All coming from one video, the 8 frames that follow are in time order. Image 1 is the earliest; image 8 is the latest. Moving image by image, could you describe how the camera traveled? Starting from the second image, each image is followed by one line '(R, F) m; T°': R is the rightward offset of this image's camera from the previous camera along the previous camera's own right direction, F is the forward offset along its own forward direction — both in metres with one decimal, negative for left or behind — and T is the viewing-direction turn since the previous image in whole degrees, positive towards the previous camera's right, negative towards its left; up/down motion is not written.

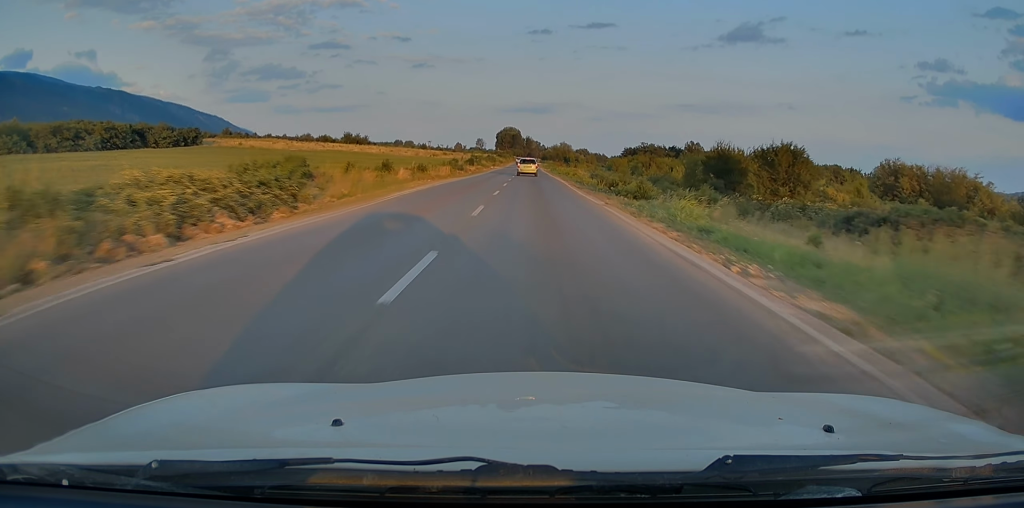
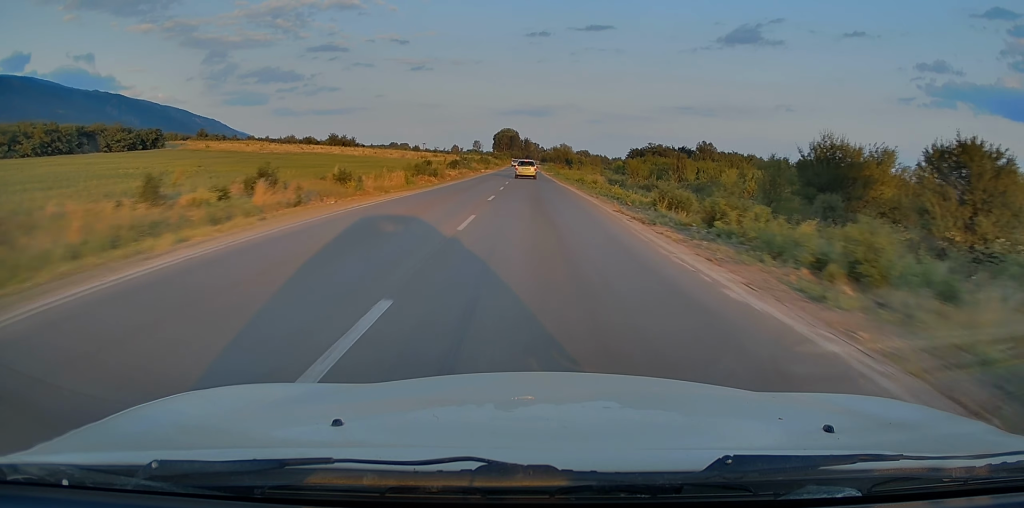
(-0.2, +20.7) m; 0°
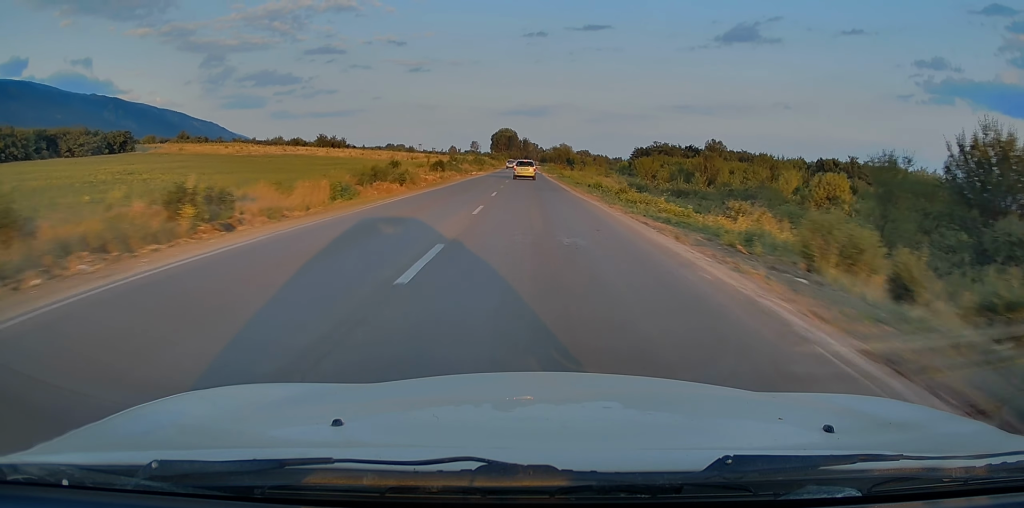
(+0.1, +14.1) m; +1°
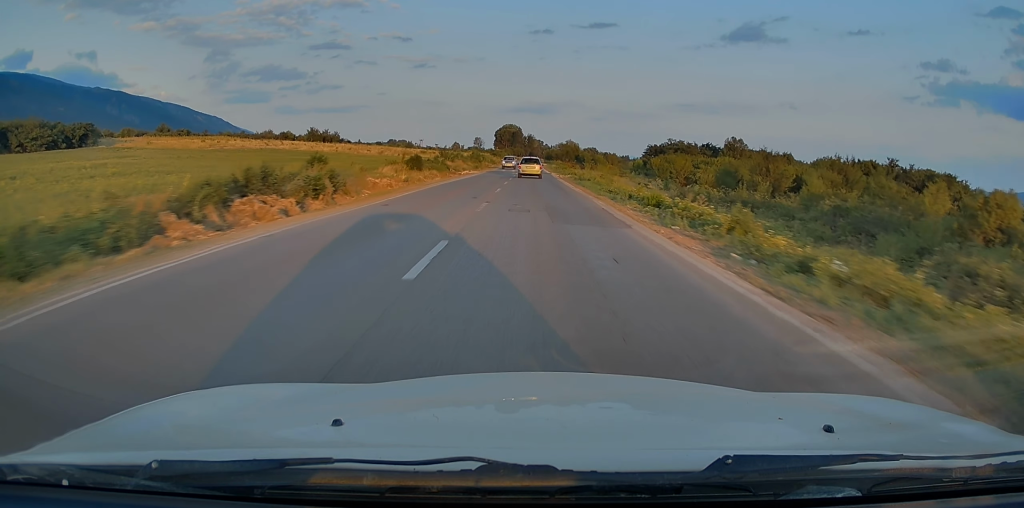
(+0.1, +17.6) m; 0°
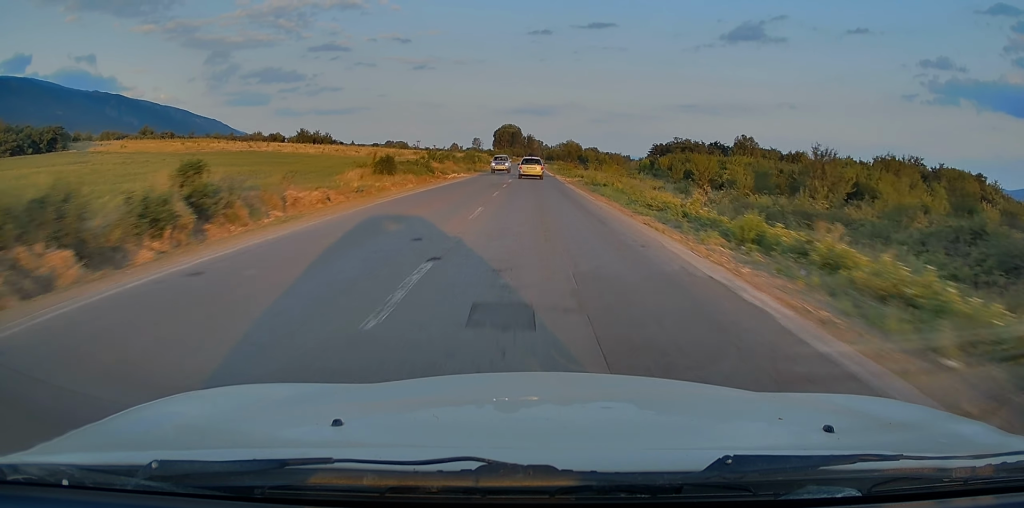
(0.0, +10.9) m; 0°
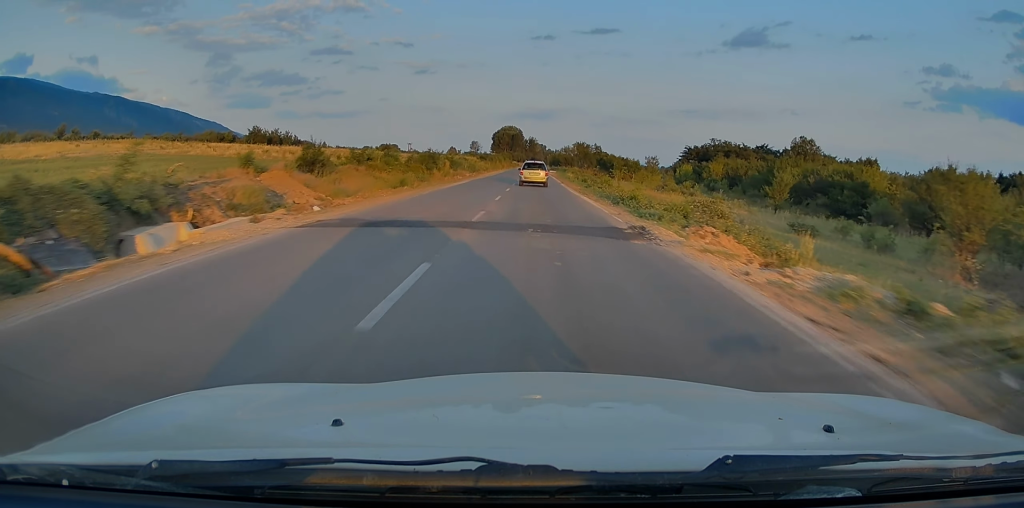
(0.0, +44.7) m; 0°
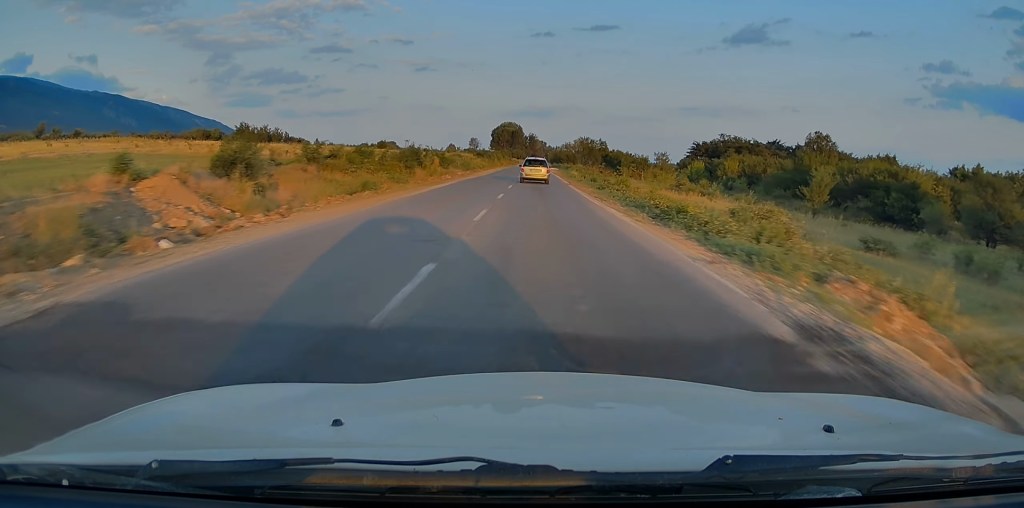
(0.0, +8.9) m; 0°
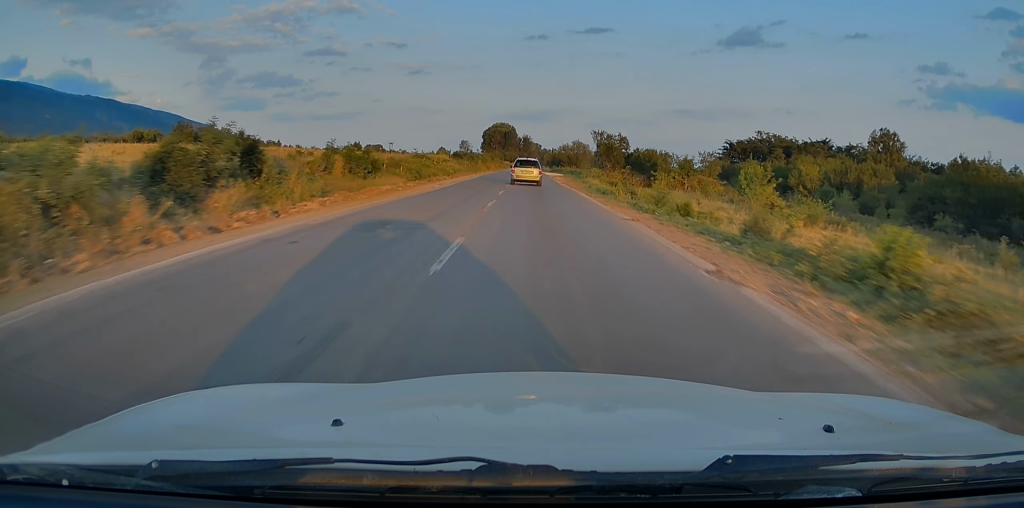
(-0.3, +32.7) m; 0°
